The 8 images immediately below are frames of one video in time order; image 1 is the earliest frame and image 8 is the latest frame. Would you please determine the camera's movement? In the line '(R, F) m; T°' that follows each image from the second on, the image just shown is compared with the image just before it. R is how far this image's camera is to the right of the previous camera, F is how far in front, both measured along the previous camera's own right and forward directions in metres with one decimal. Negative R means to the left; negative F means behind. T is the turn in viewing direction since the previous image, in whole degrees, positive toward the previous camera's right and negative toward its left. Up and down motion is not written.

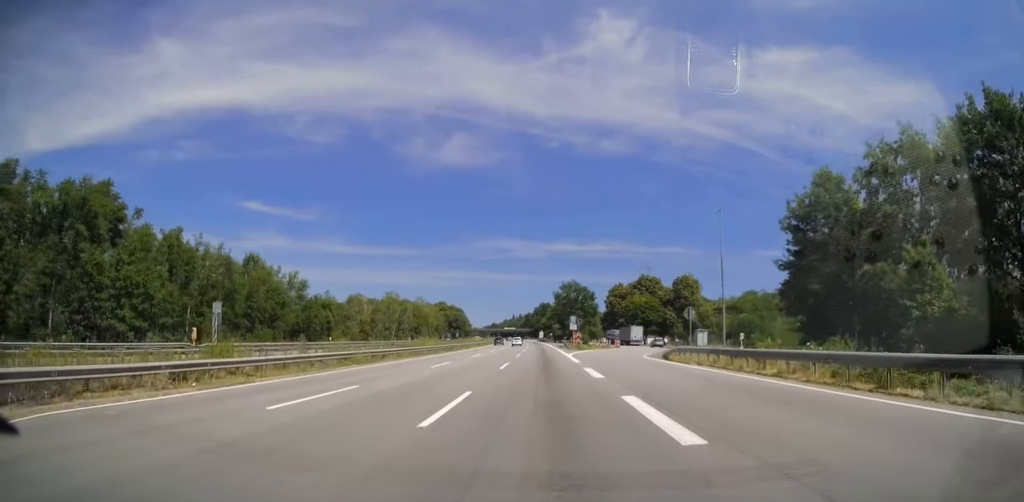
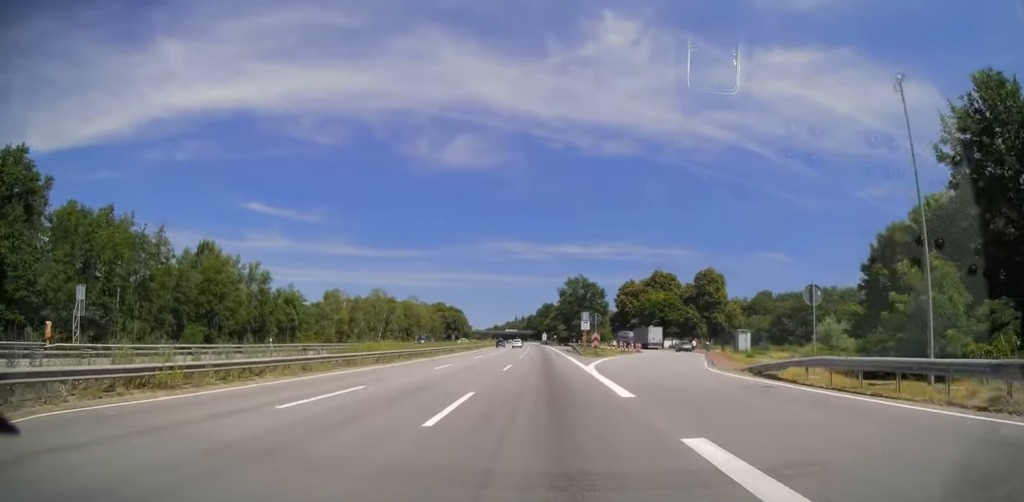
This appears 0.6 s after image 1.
(-0.2, +17.7) m; -1°
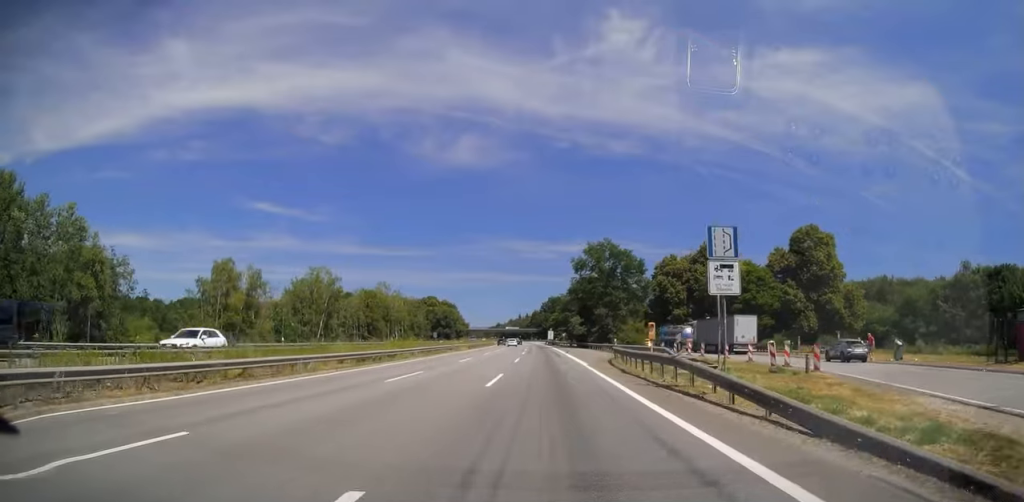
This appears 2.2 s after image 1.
(-0.6, +46.4) m; -1°
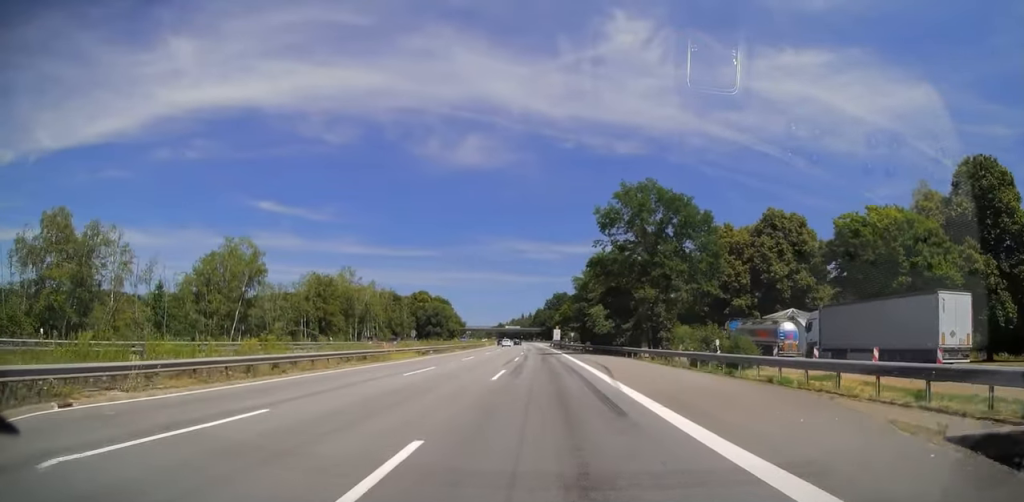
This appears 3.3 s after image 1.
(+0.1, +33.6) m; 0°
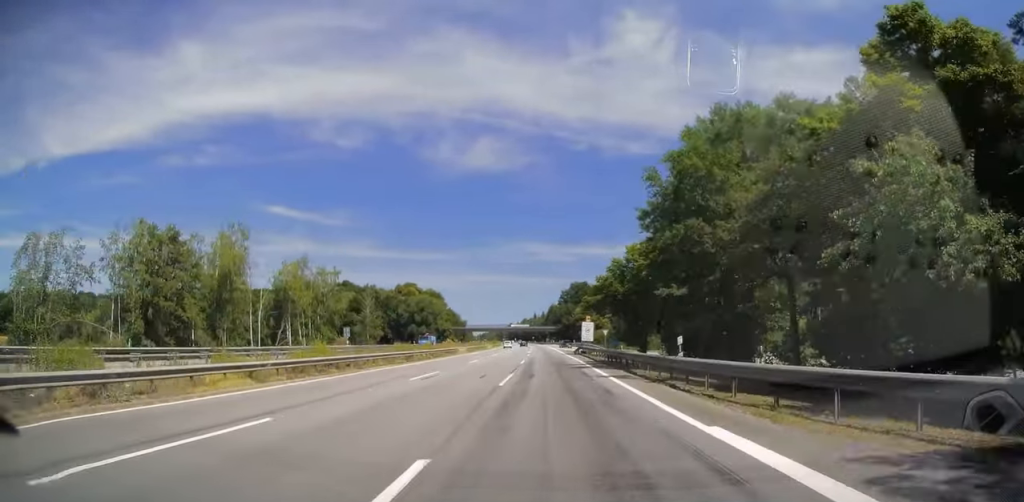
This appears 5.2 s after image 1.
(-0.6, +55.0) m; -1°
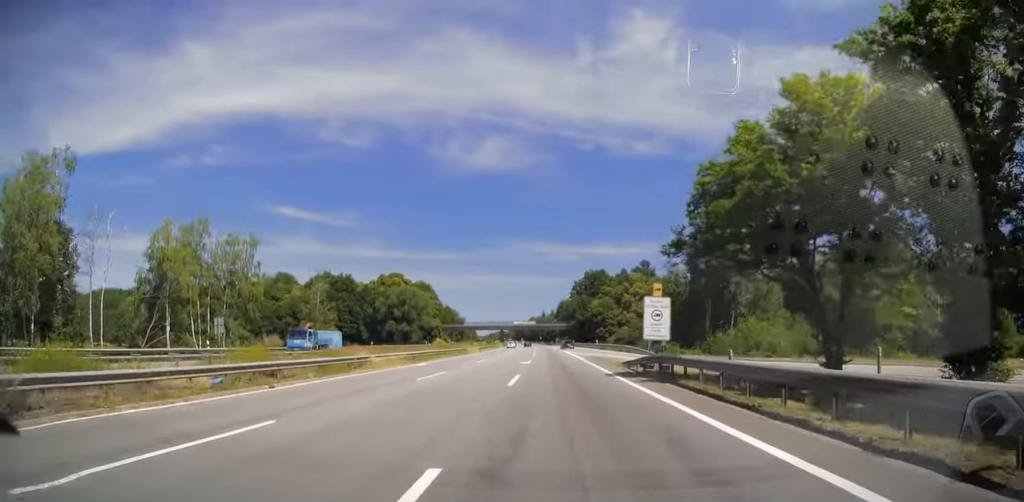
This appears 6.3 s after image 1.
(0.0, +35.9) m; -1°
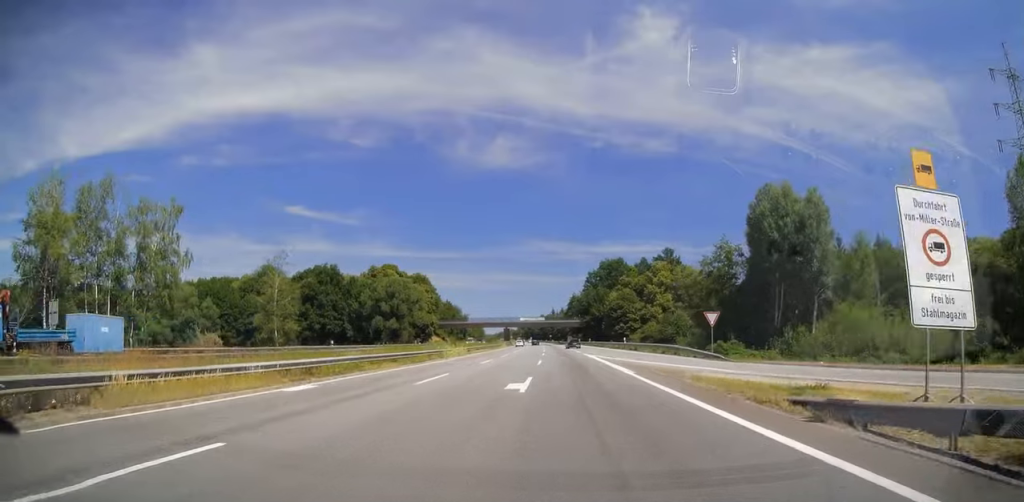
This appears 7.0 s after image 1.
(-0.3, +20.0) m; -1°
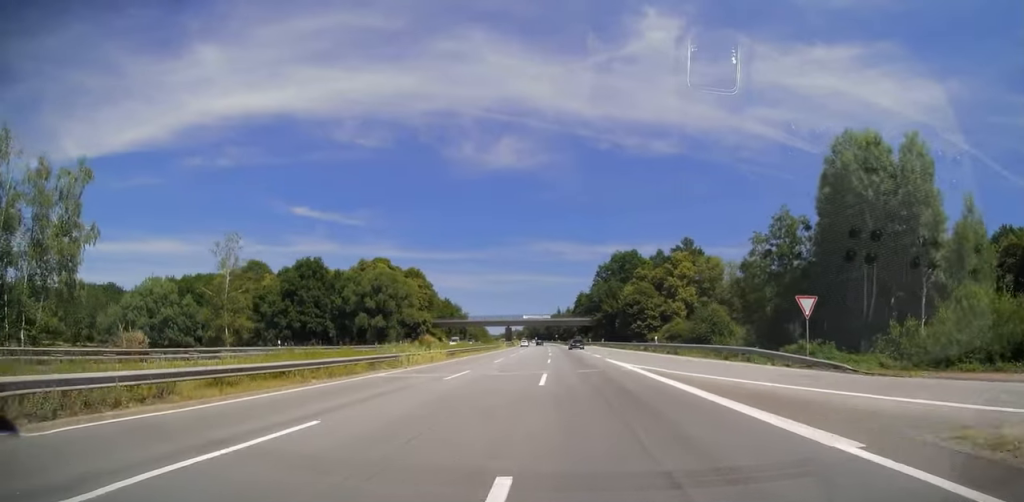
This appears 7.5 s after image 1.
(-0.2, +15.0) m; -1°
